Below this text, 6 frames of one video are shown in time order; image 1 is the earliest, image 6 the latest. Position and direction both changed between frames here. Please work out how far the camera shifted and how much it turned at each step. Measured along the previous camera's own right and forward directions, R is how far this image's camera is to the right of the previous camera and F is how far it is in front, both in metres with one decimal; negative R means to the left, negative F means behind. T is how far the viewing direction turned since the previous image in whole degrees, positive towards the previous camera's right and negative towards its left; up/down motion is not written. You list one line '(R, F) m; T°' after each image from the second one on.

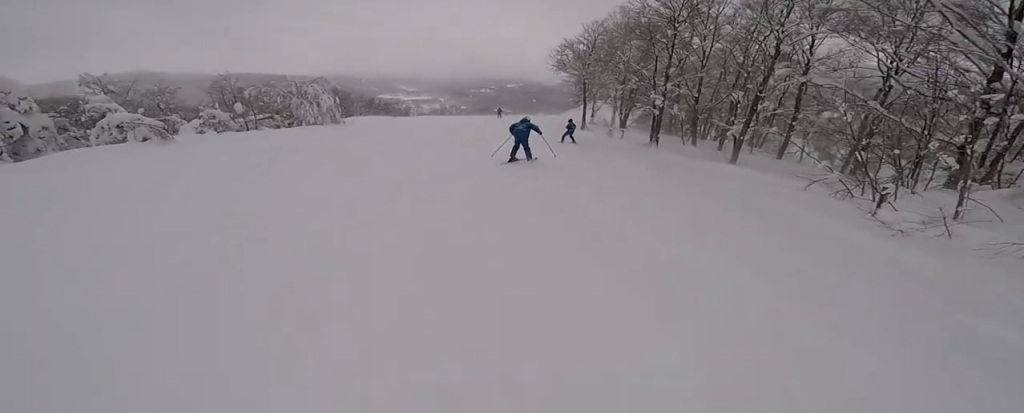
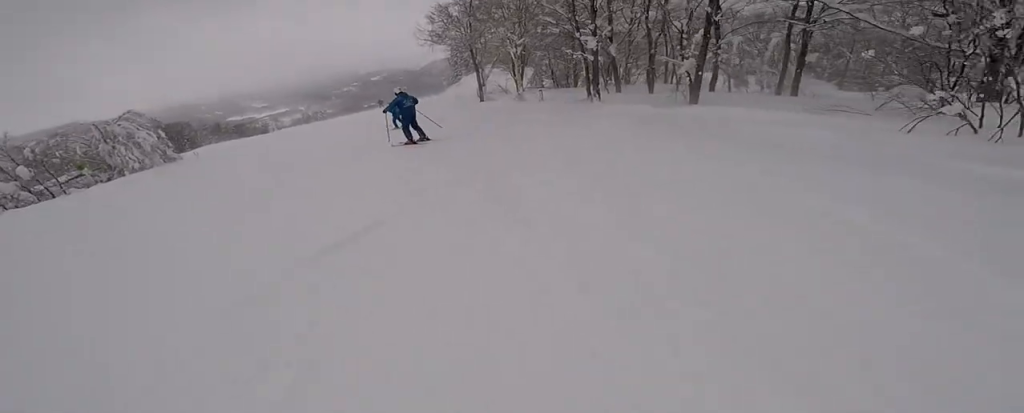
(+0.4, +5.2) m; +15°
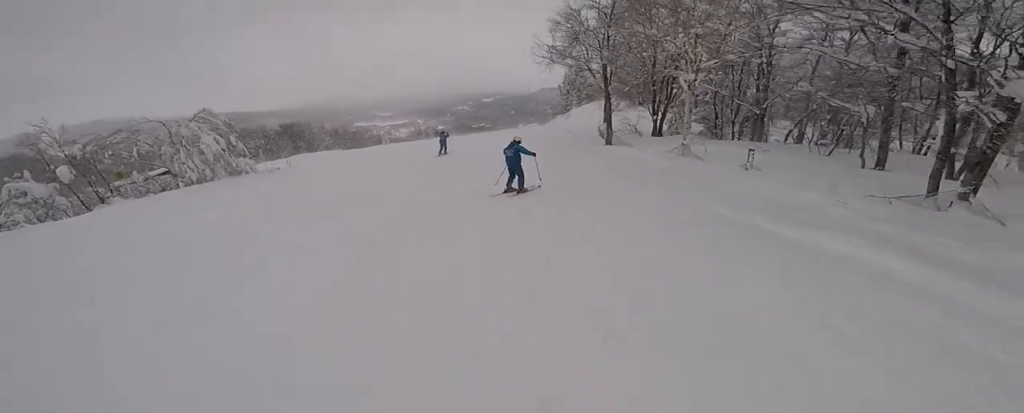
(-2.3, +9.6) m; -15°
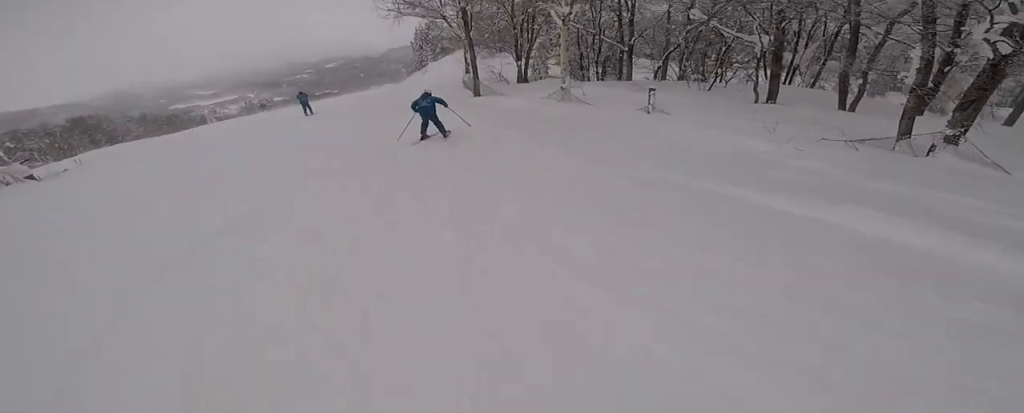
(+0.8, +3.0) m; +3°
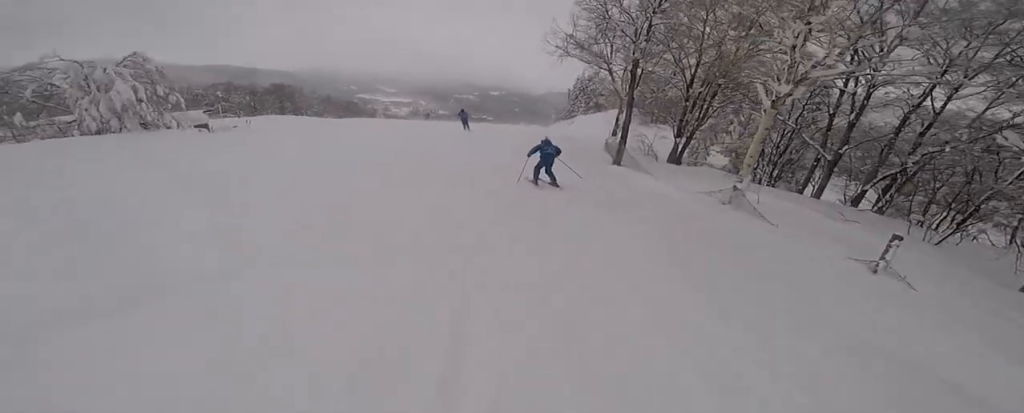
(-0.9, +3.2) m; -5°
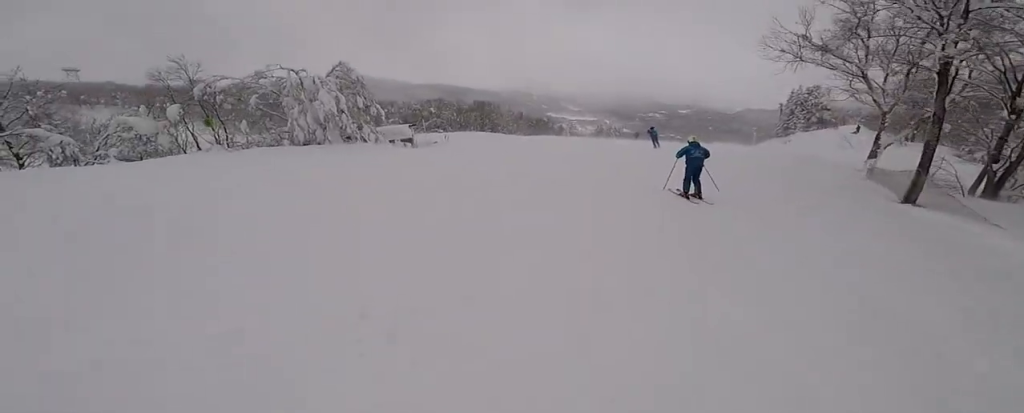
(+0.4, +4.4) m; -1°
